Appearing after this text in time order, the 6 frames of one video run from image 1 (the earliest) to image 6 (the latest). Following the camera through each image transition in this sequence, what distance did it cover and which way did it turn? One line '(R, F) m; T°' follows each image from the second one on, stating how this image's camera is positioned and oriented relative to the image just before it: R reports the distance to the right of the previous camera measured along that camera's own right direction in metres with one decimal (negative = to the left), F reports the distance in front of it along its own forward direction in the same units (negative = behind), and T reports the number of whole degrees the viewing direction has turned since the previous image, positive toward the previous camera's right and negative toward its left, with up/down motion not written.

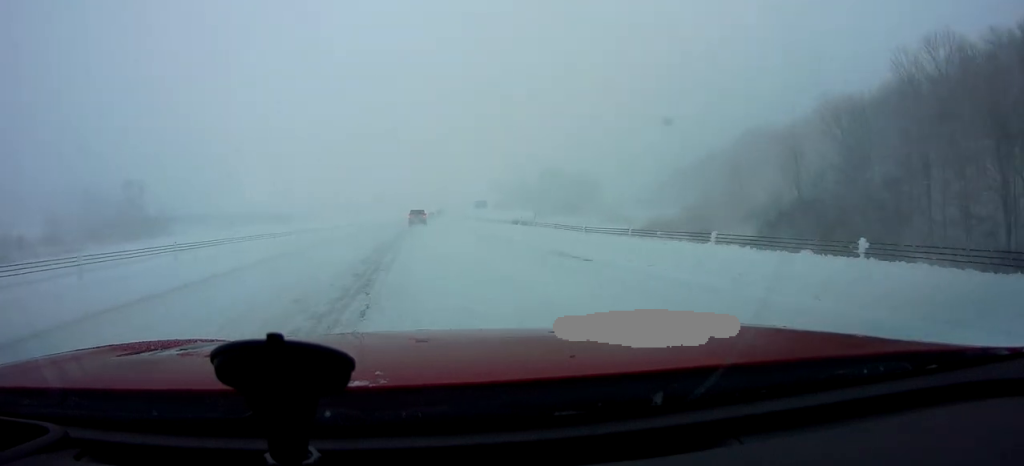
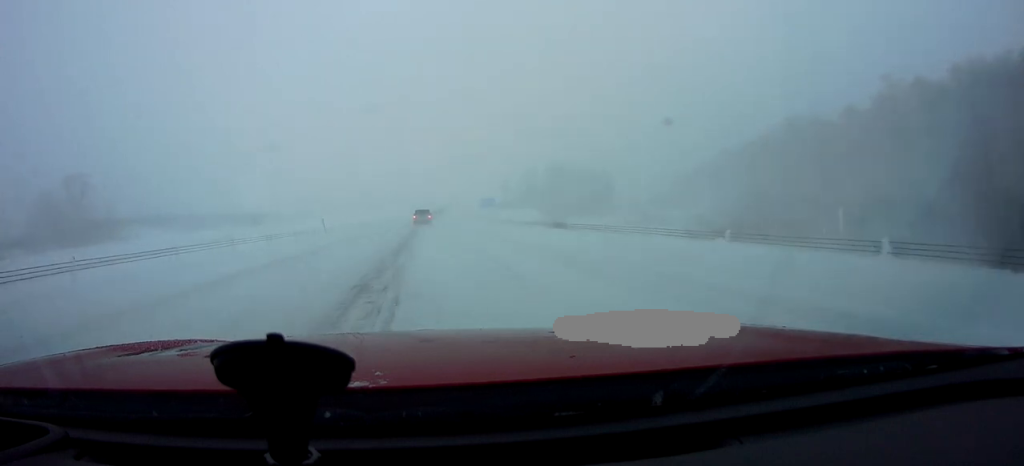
(-0.5, +25.0) m; 0°
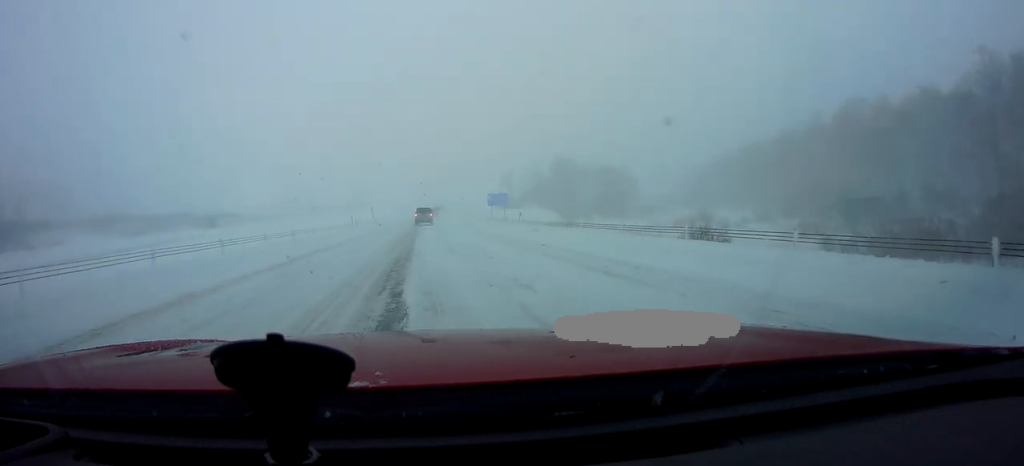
(+0.3, +31.4) m; -1°
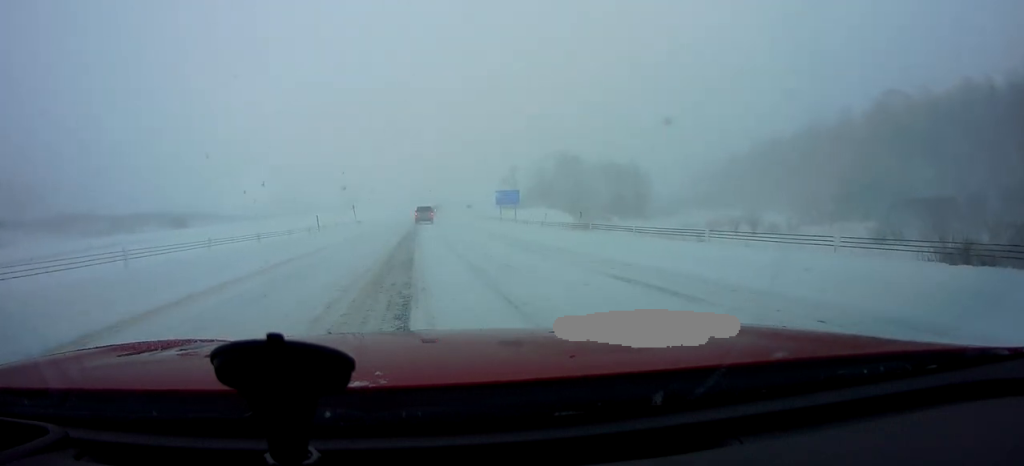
(-0.1, +15.9) m; +2°
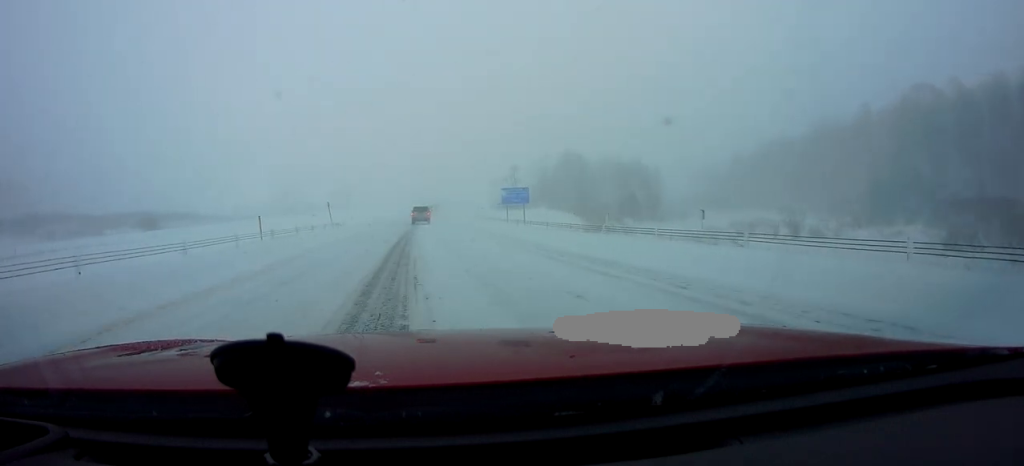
(+0.3, +11.8) m; +3°
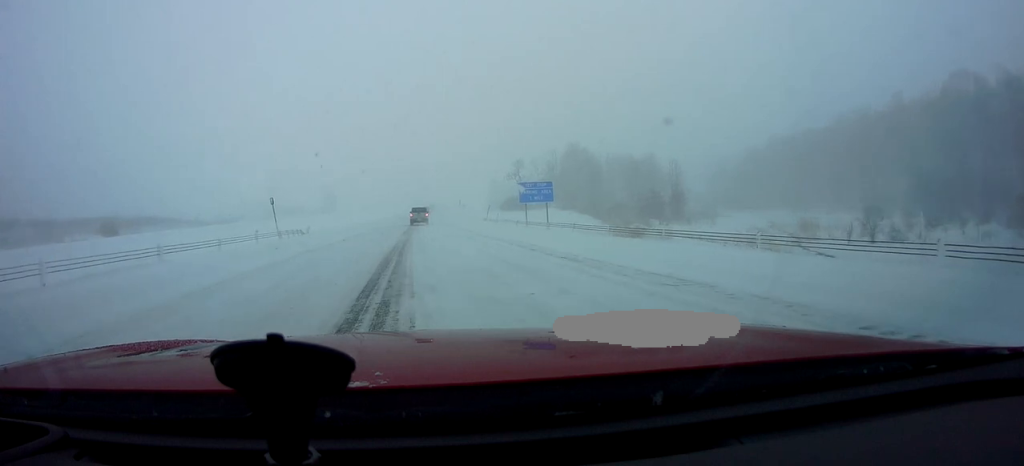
(+0.3, +15.5) m; 0°
